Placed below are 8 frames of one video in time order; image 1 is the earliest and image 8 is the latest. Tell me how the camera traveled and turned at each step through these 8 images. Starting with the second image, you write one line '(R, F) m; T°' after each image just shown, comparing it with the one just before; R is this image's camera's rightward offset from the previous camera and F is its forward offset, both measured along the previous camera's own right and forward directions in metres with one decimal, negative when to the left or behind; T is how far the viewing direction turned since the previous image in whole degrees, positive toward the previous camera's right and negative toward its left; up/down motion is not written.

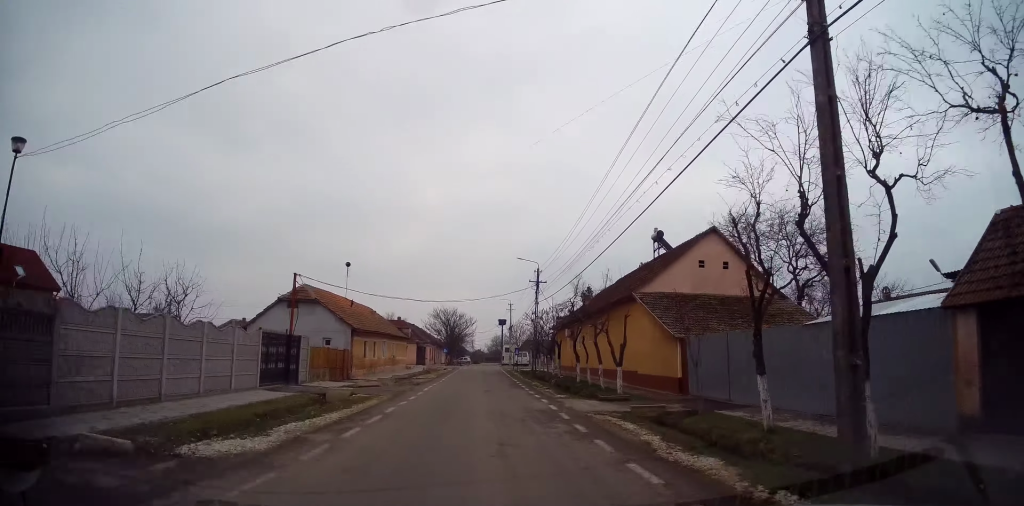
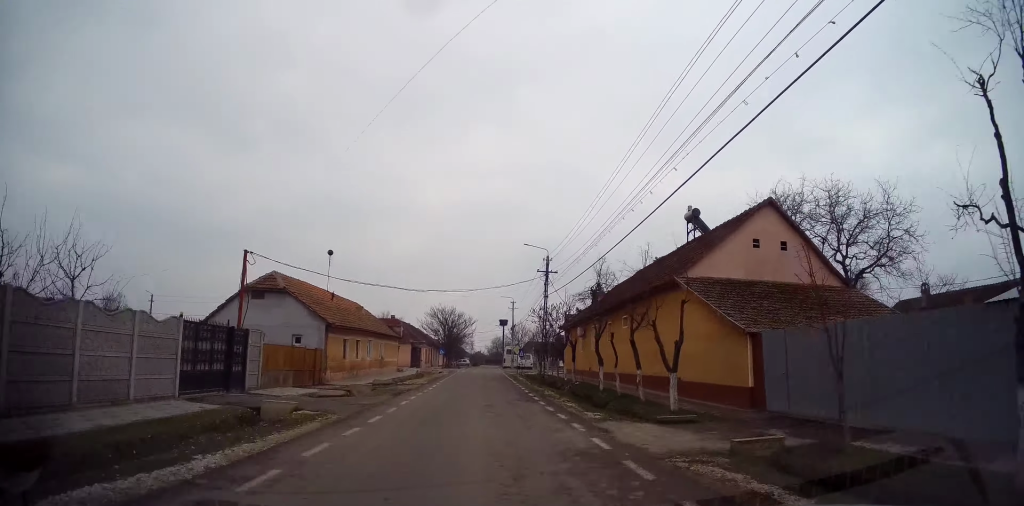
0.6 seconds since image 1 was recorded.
(0.0, +5.7) m; 0°
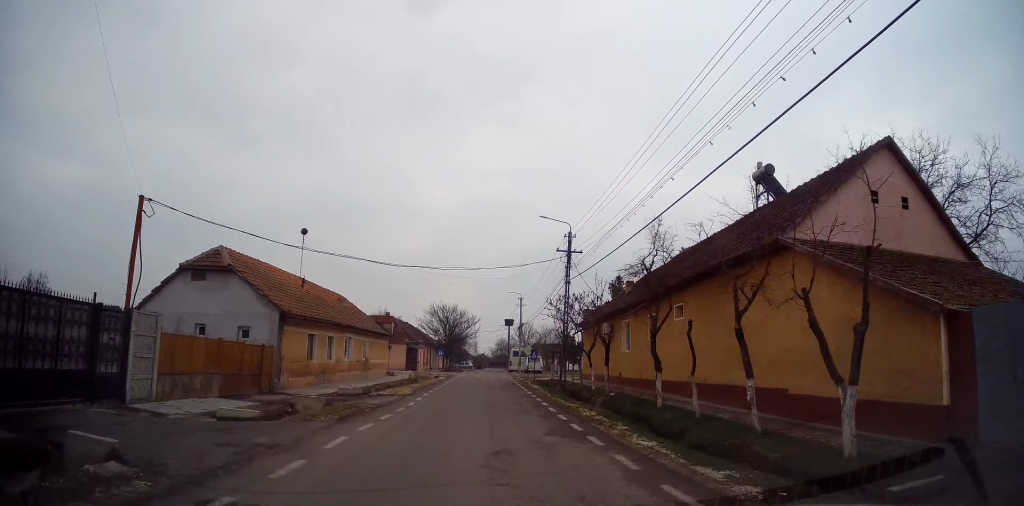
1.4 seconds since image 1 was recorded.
(0.0, +7.0) m; 0°
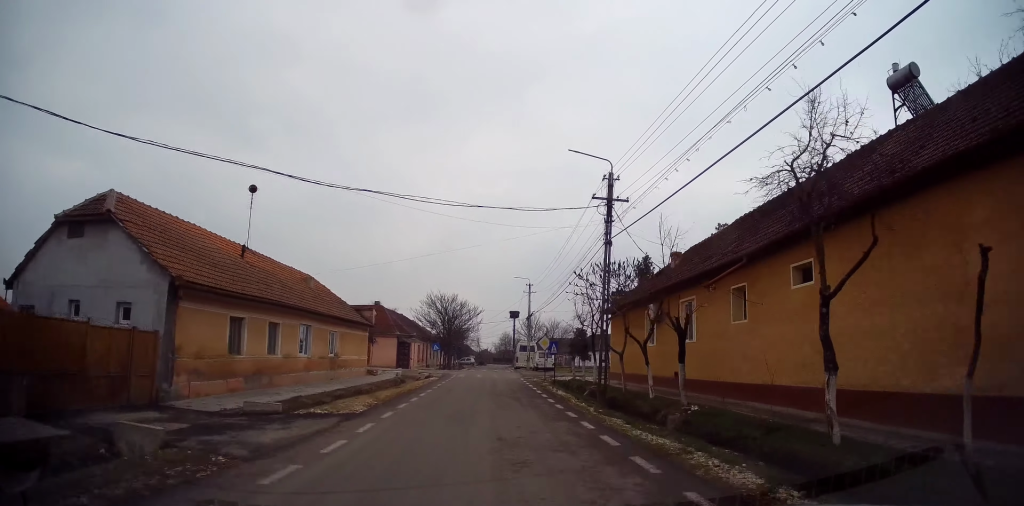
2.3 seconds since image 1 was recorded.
(0.0, +8.3) m; 0°
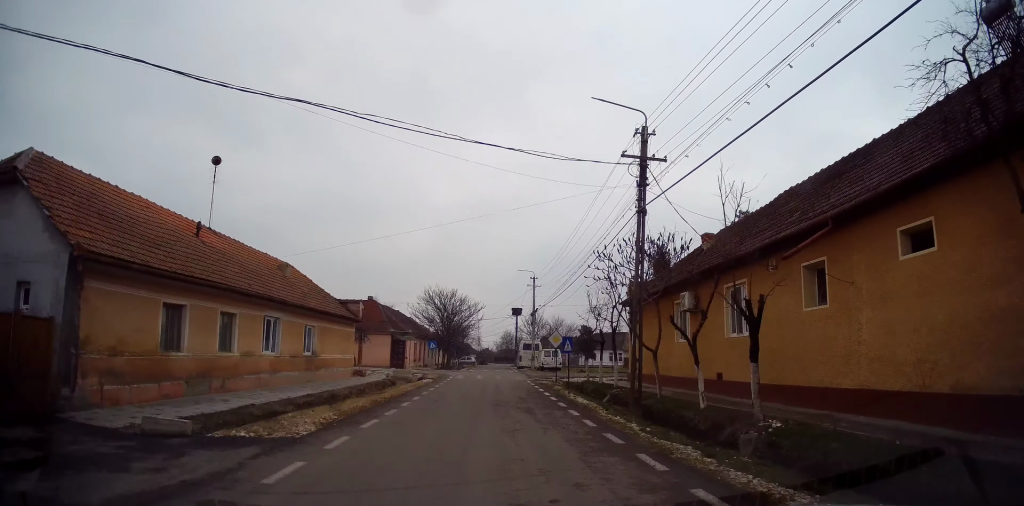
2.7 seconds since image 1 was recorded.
(0.0, +3.9) m; 0°
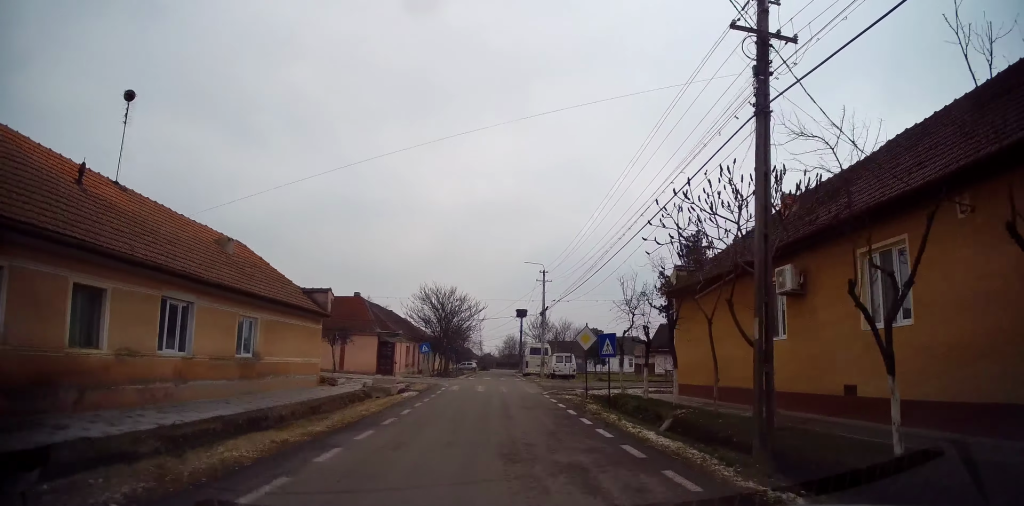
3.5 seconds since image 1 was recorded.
(-0.1, +6.2) m; +1°
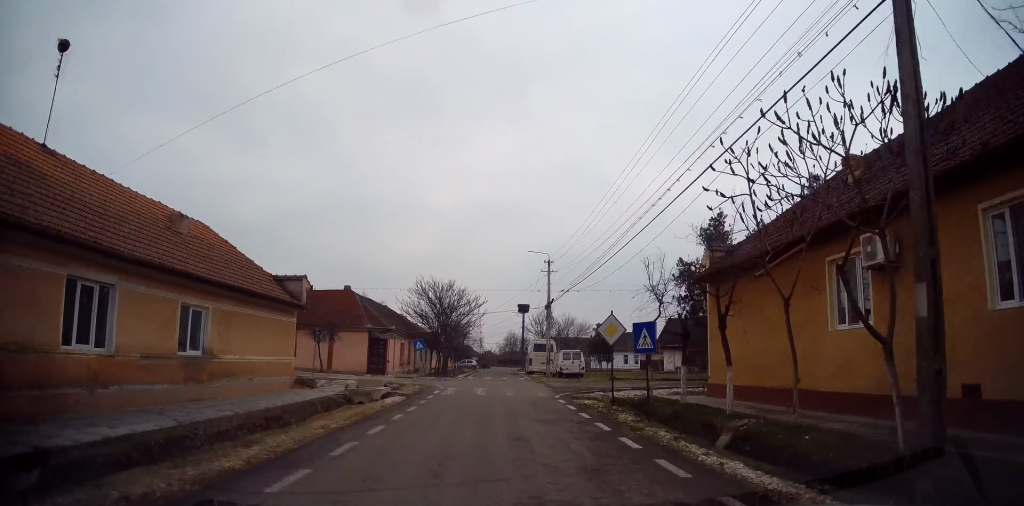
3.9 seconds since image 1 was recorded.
(-0.1, +3.5) m; +1°
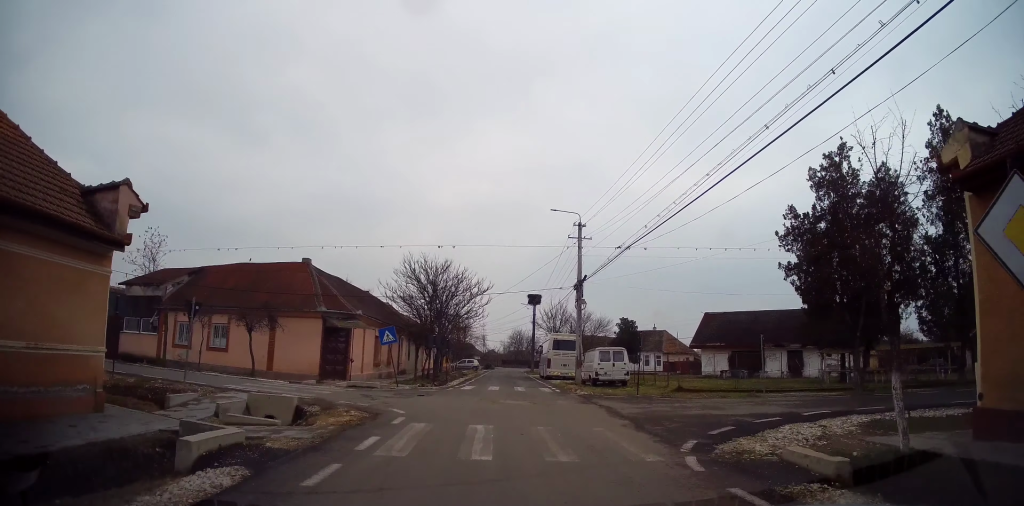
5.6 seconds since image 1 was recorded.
(+0.2, +11.9) m; -1°
